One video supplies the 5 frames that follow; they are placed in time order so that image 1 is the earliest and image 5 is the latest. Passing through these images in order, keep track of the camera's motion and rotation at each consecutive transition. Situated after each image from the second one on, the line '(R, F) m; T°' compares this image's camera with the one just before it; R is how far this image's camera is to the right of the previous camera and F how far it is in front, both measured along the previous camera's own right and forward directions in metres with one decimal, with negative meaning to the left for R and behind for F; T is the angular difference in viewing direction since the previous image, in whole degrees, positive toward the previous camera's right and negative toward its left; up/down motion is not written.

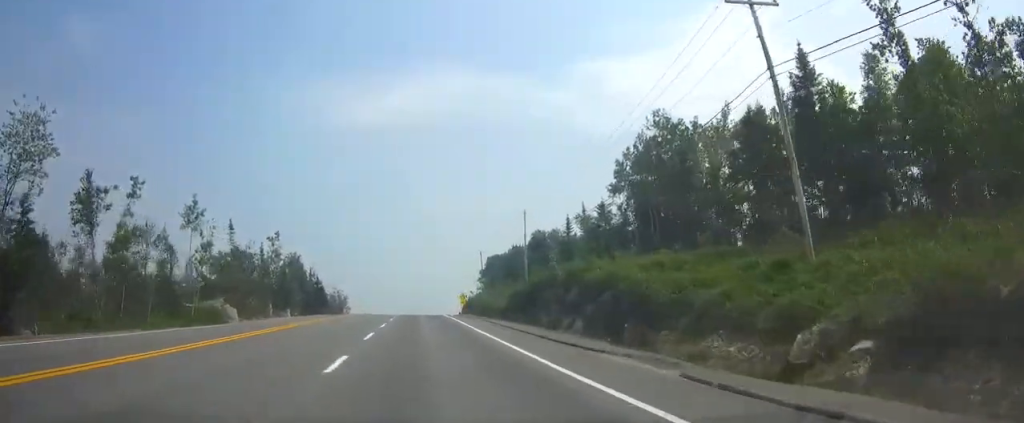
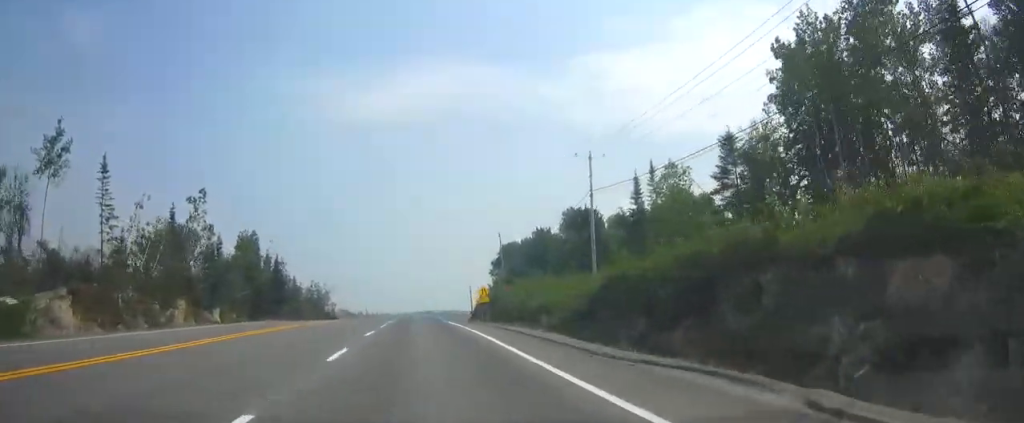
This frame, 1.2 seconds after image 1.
(+0.1, +33.5) m; 0°
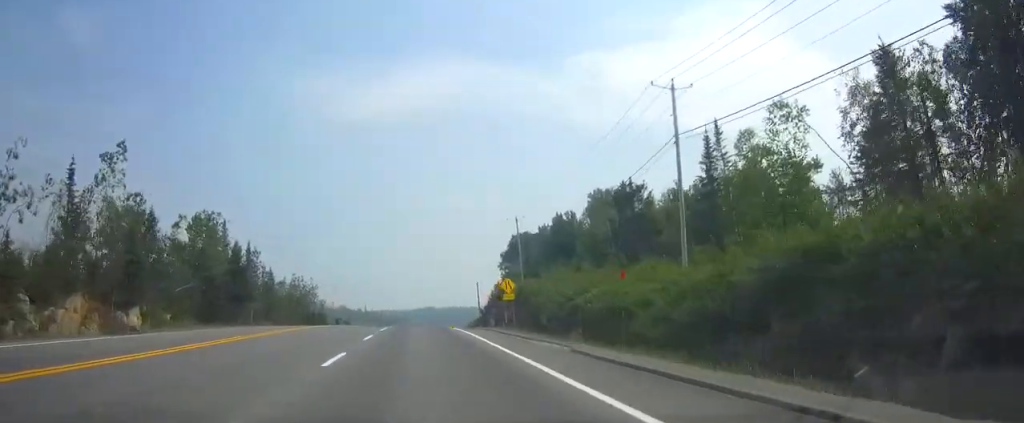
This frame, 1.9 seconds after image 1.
(0.0, +18.6) m; 0°
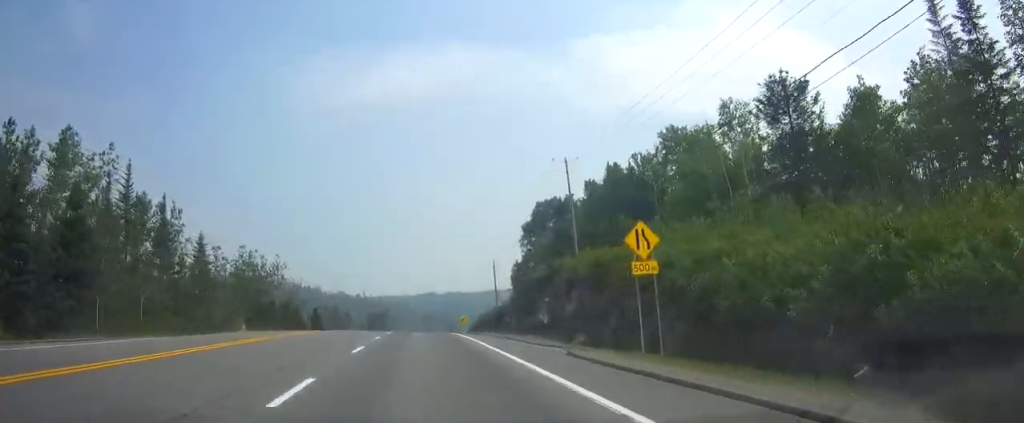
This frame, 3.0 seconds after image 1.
(0.0, +31.5) m; 0°
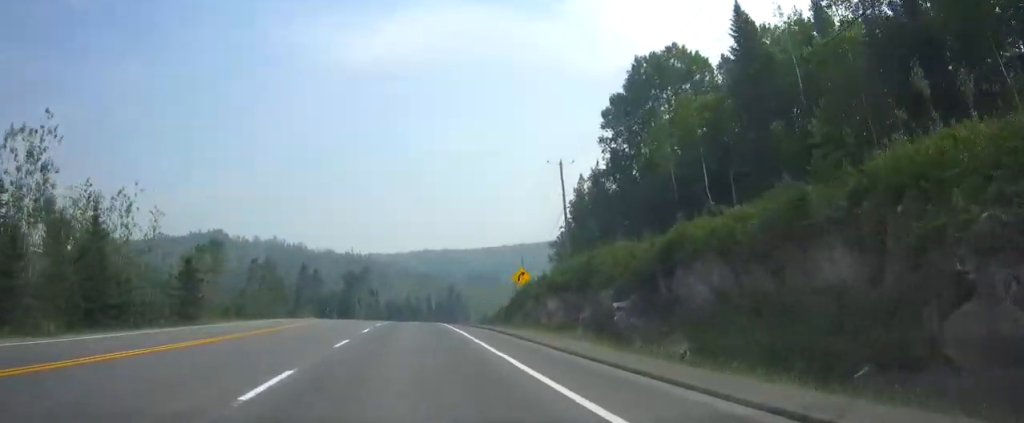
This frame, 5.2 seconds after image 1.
(-0.1, +61.4) m; 0°
